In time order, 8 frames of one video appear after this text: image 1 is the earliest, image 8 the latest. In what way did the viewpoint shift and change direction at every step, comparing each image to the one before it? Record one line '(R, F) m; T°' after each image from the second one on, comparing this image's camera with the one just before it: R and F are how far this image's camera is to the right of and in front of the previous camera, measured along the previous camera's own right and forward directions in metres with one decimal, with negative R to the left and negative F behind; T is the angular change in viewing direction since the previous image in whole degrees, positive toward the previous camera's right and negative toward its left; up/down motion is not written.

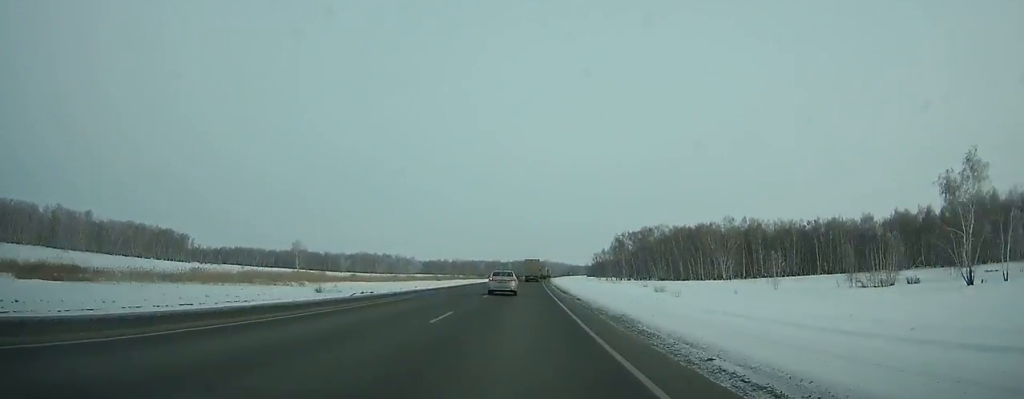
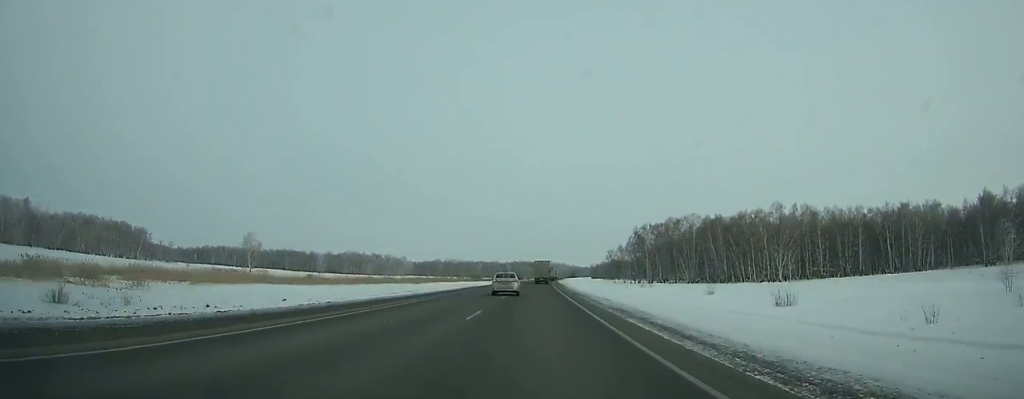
(-0.2, +46.5) m; 0°
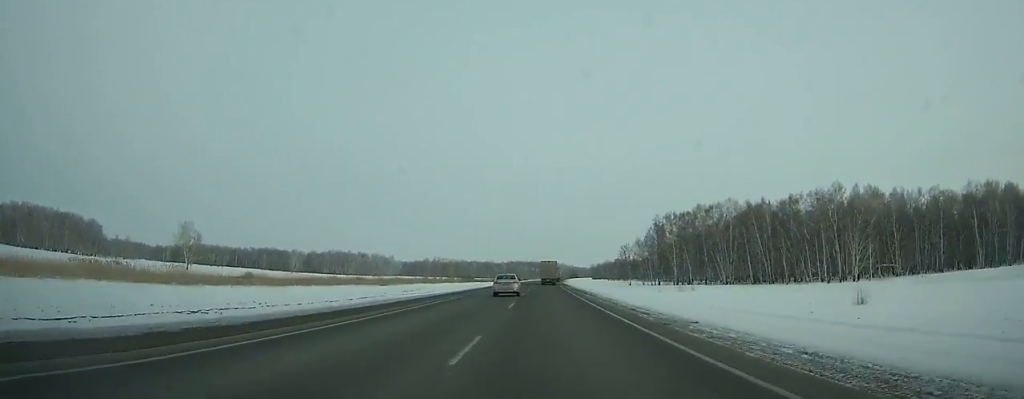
(+0.3, +42.1) m; +1°
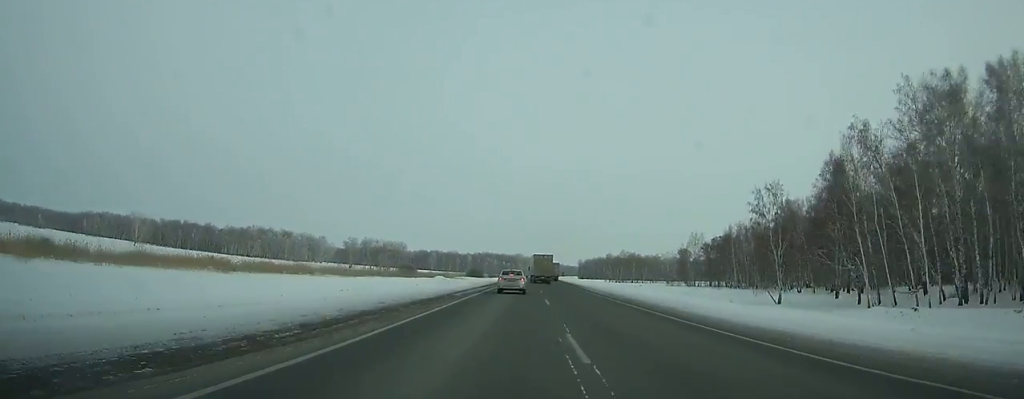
(+2.0, +124.5) m; +2°
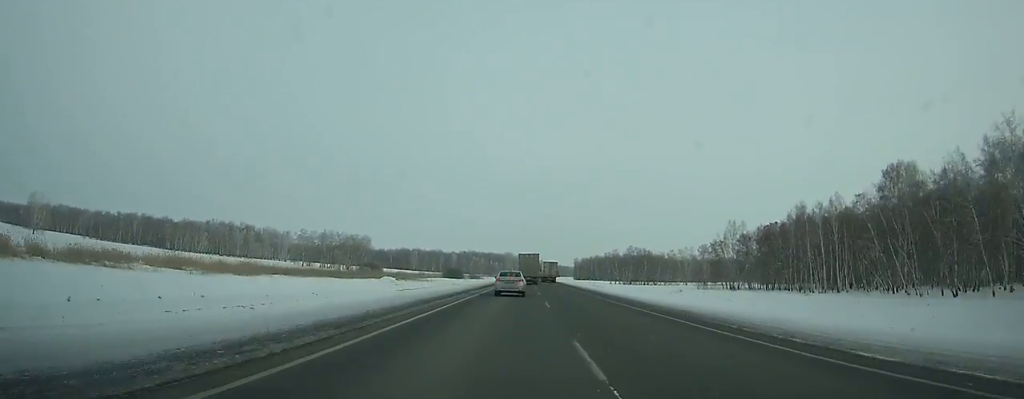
(+0.4, +47.8) m; +1°
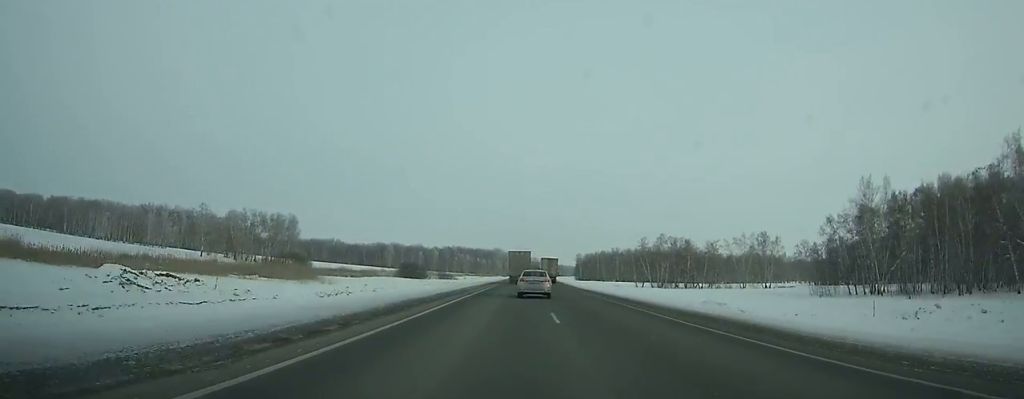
(+0.6, +70.5) m; +1°
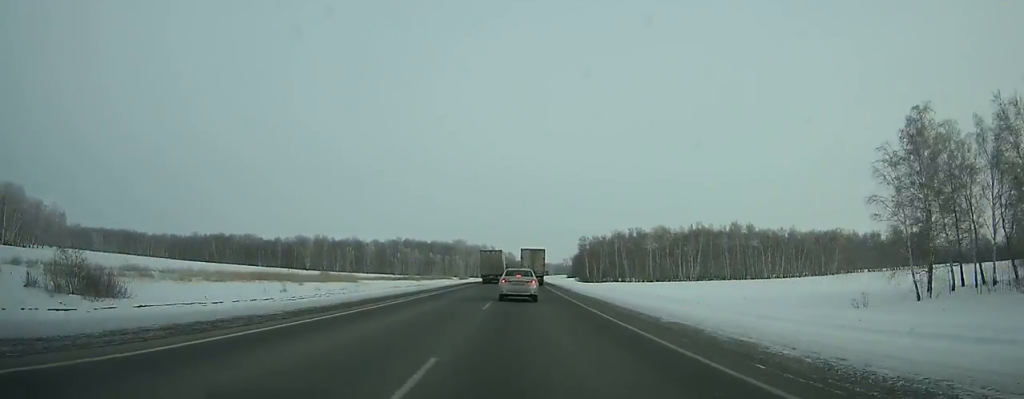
(+2.5, +134.9) m; +2°
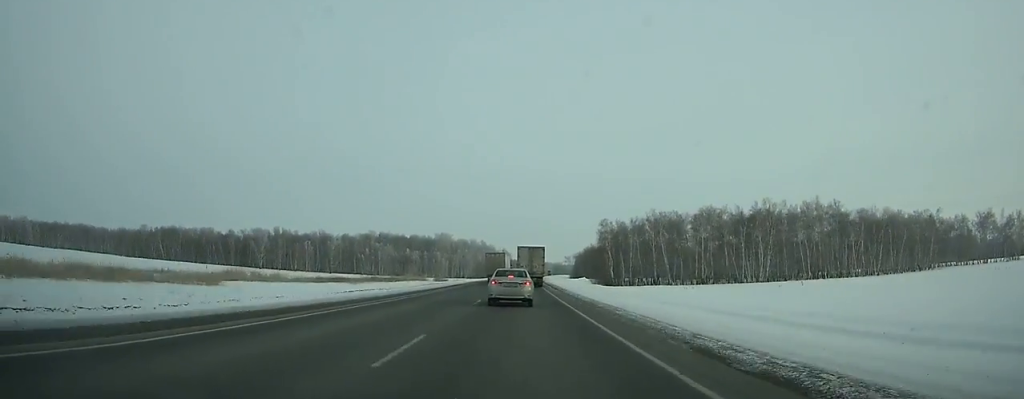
(+0.3, +61.5) m; 0°
